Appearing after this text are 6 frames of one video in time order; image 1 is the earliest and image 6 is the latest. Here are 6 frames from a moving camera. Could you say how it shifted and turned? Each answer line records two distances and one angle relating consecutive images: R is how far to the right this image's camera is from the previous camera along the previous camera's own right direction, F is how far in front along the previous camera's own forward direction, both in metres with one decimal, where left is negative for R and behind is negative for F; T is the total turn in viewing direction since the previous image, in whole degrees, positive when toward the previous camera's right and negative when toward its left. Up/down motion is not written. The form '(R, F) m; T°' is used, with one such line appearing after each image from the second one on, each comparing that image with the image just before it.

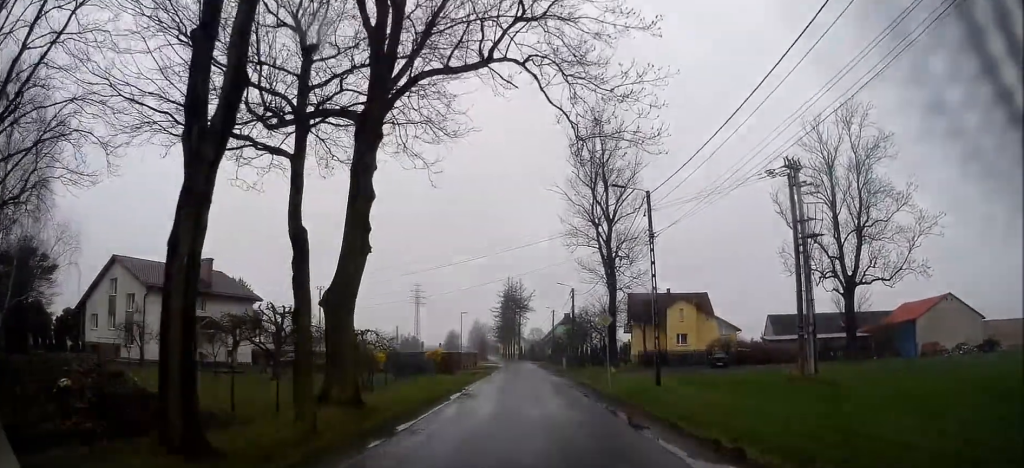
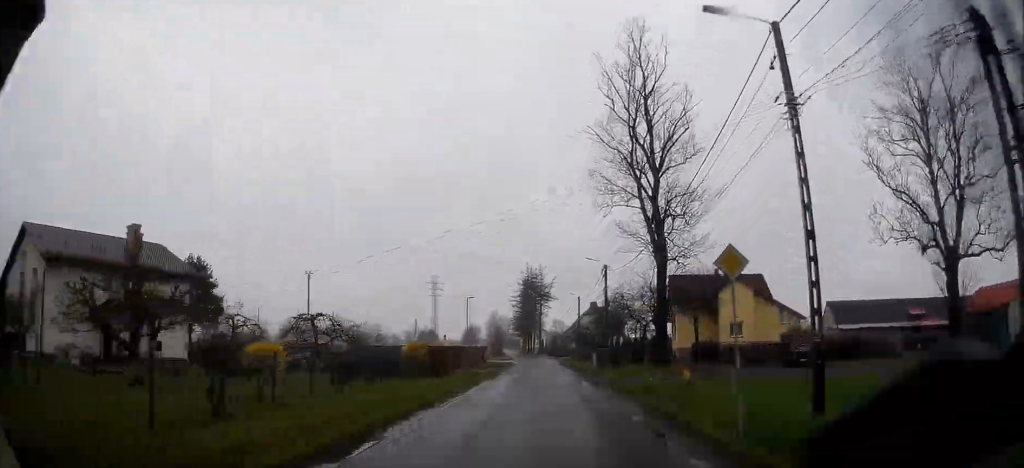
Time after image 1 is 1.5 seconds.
(-0.2, +13.5) m; -2°
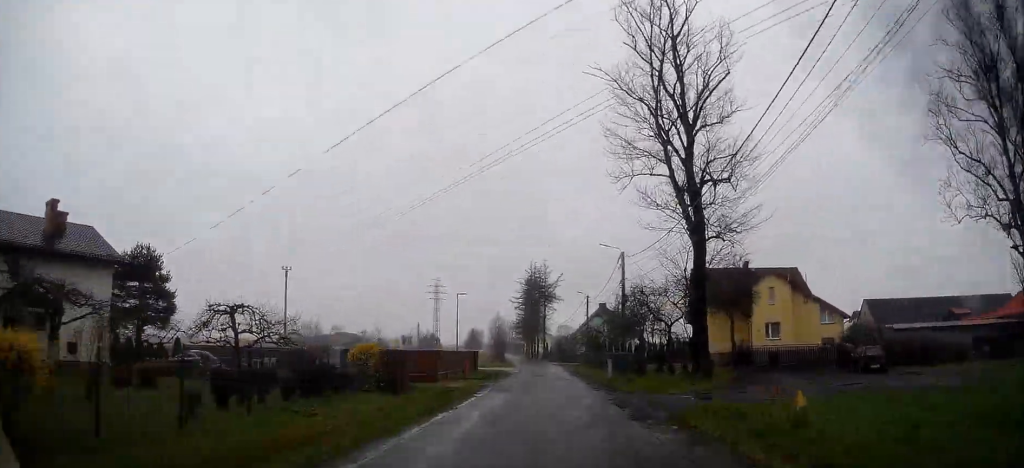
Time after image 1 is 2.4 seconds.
(0.0, +8.9) m; -1°
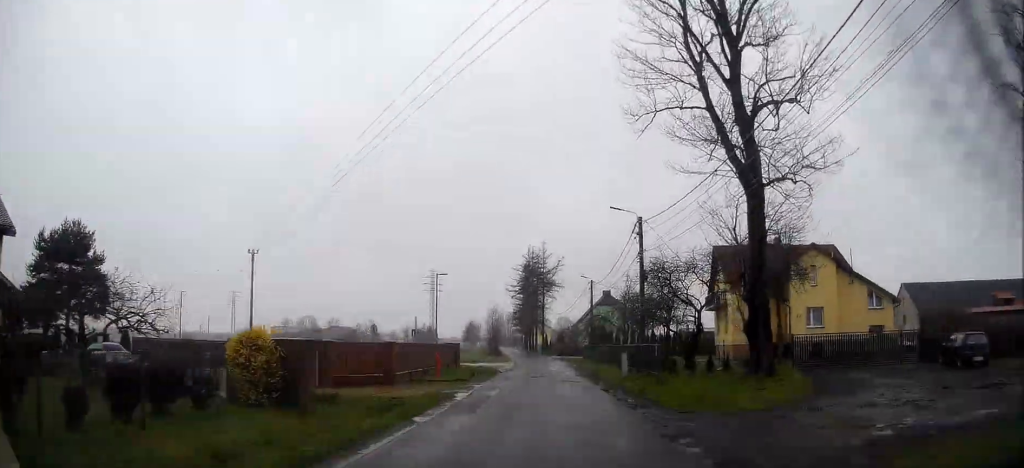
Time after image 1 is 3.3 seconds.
(-0.1, +9.1) m; -1°
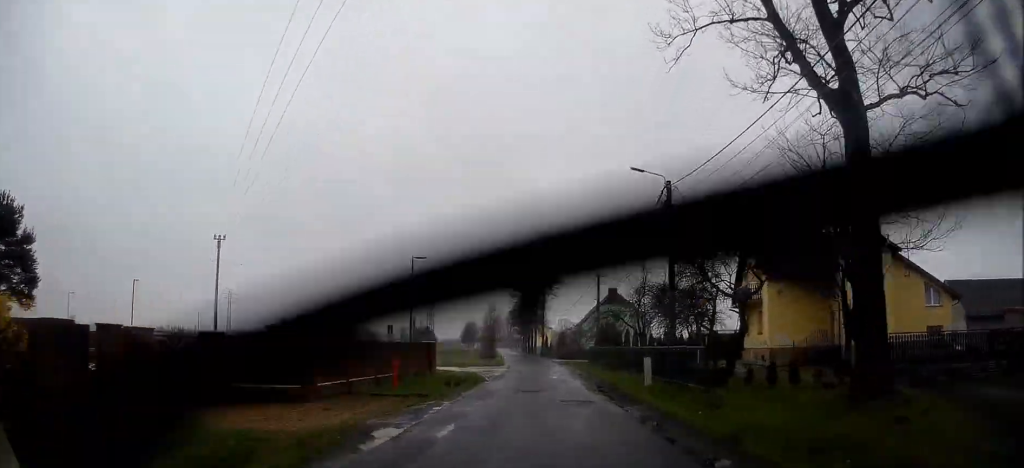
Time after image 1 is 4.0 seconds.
(0.0, +7.6) m; 0°
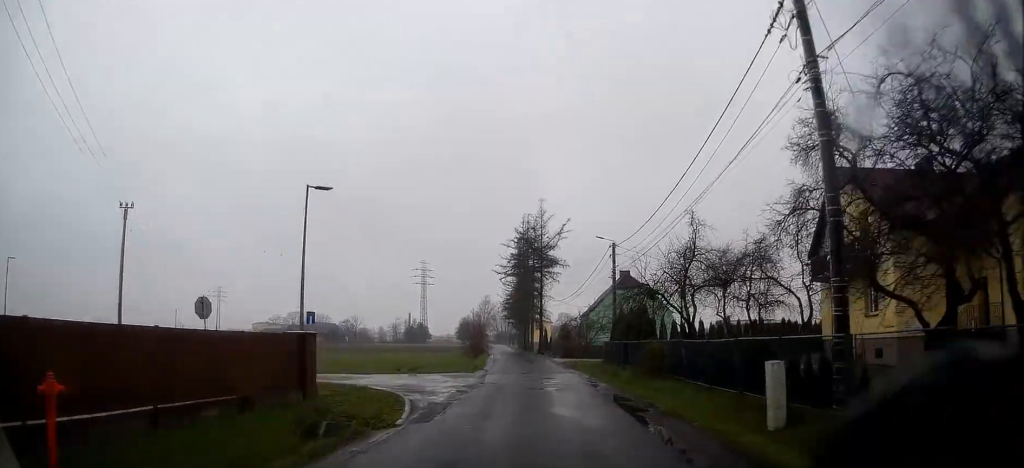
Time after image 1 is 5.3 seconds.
(0.0, +14.7) m; 0°
